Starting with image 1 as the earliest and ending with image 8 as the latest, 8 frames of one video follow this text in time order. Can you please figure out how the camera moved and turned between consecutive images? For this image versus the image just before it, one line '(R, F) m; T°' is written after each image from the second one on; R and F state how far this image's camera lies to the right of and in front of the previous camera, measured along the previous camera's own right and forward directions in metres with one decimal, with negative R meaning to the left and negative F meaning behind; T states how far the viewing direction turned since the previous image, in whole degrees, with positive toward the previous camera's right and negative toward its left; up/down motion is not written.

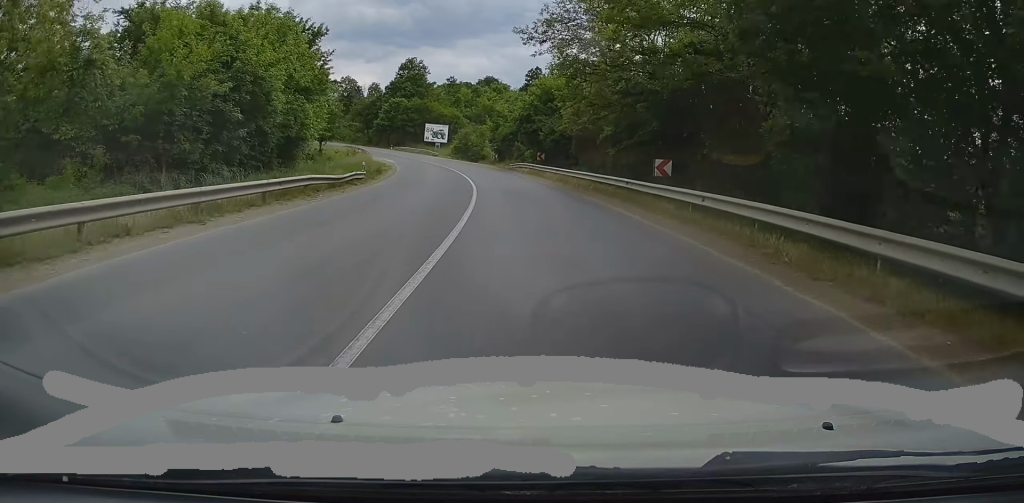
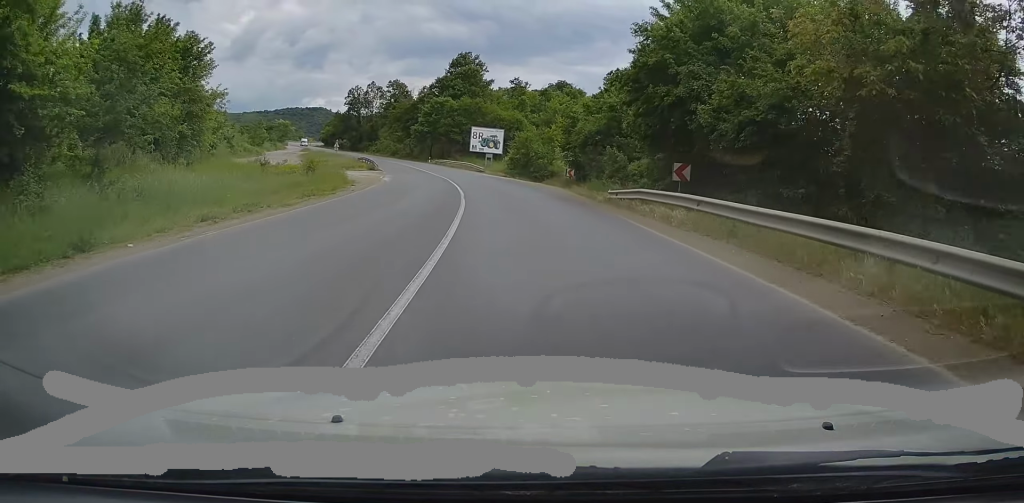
(-1.8, +31.8) m; -7°
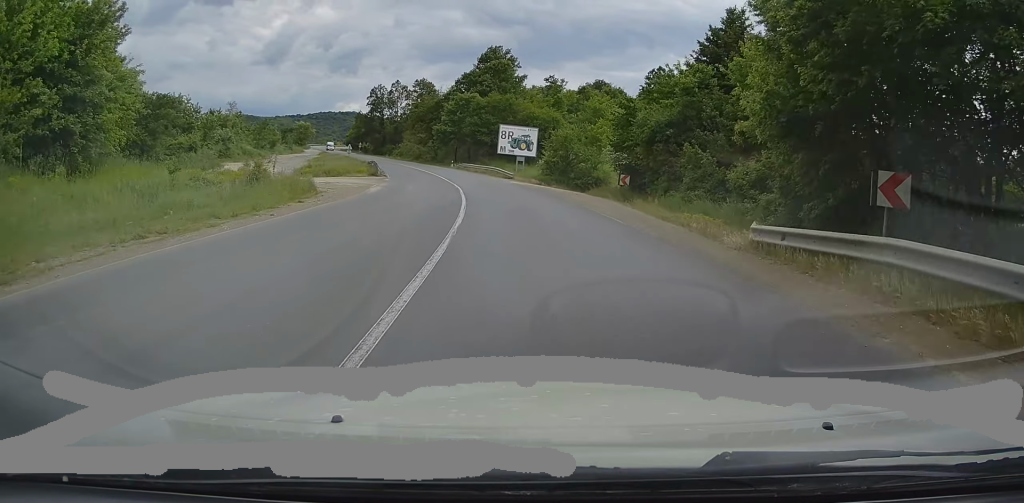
(-0.5, +12.1) m; -3°
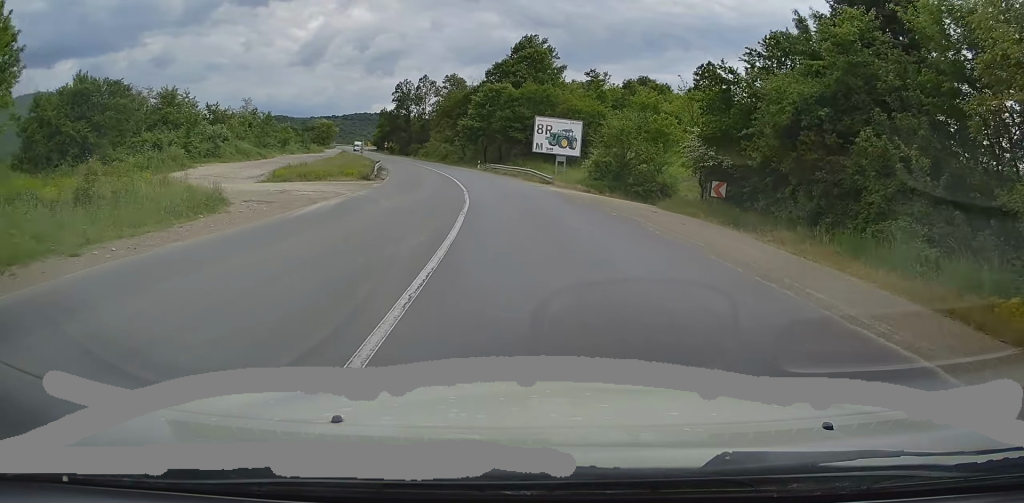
(-0.3, +12.8) m; -3°
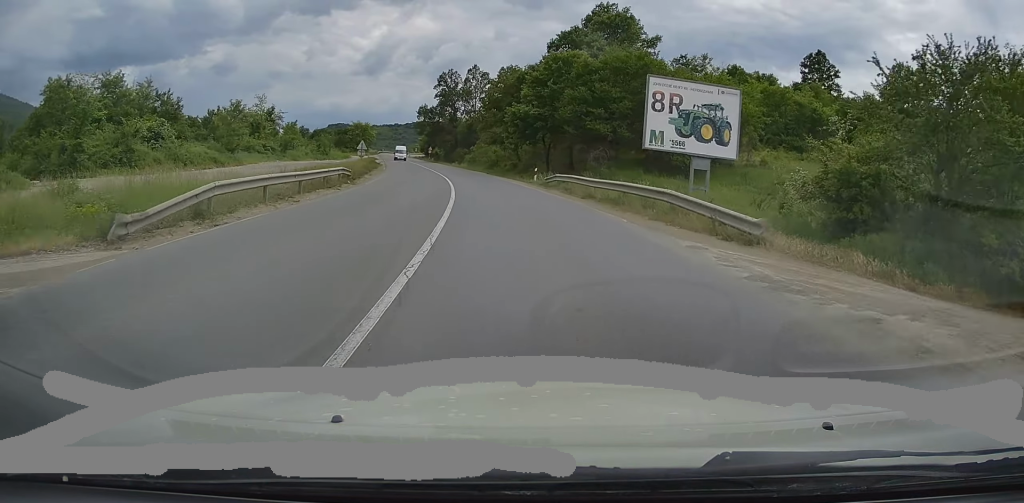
(-1.5, +28.3) m; -7°
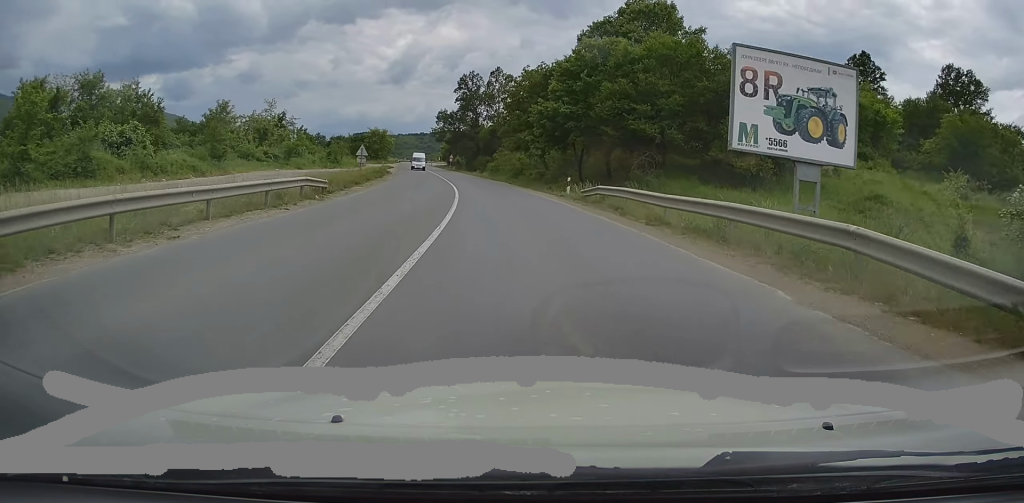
(-0.1, +8.3) m; -2°
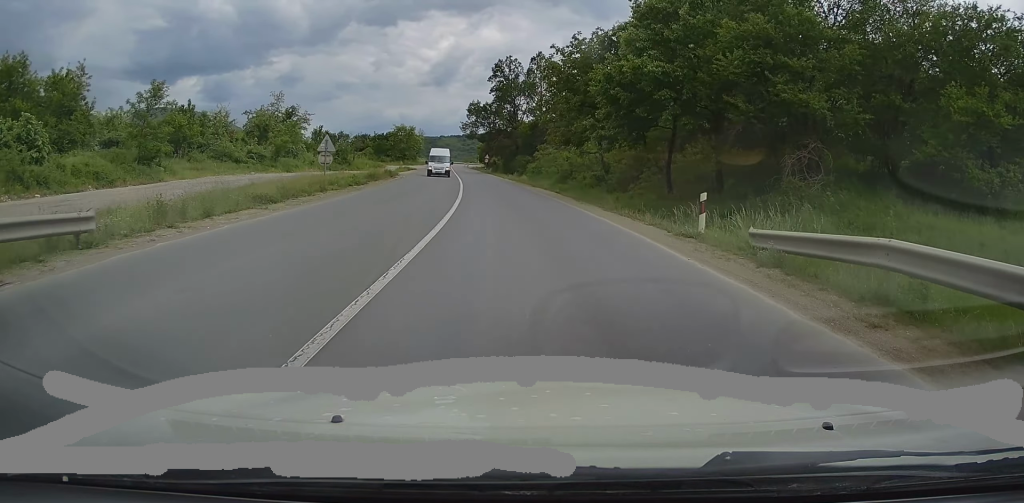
(-0.5, +17.1) m; -4°
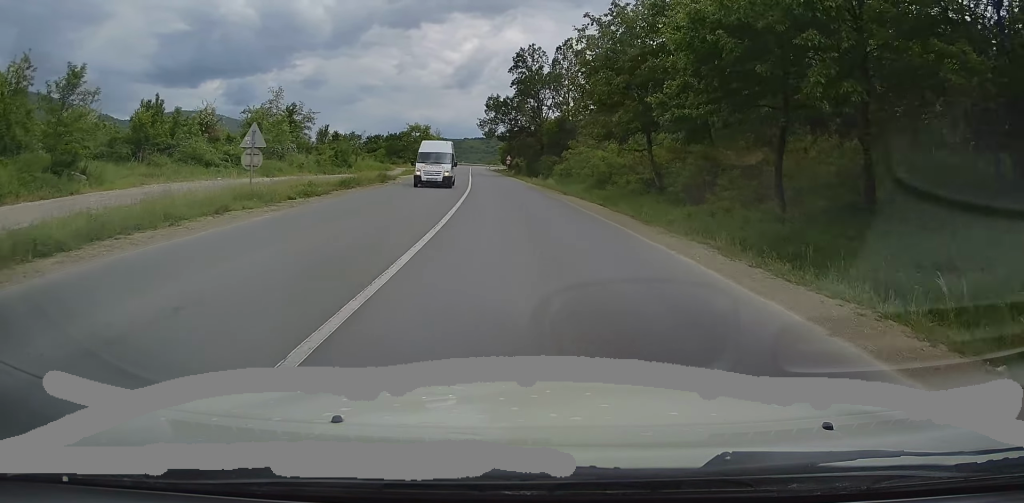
(-0.4, +10.7) m; -2°
